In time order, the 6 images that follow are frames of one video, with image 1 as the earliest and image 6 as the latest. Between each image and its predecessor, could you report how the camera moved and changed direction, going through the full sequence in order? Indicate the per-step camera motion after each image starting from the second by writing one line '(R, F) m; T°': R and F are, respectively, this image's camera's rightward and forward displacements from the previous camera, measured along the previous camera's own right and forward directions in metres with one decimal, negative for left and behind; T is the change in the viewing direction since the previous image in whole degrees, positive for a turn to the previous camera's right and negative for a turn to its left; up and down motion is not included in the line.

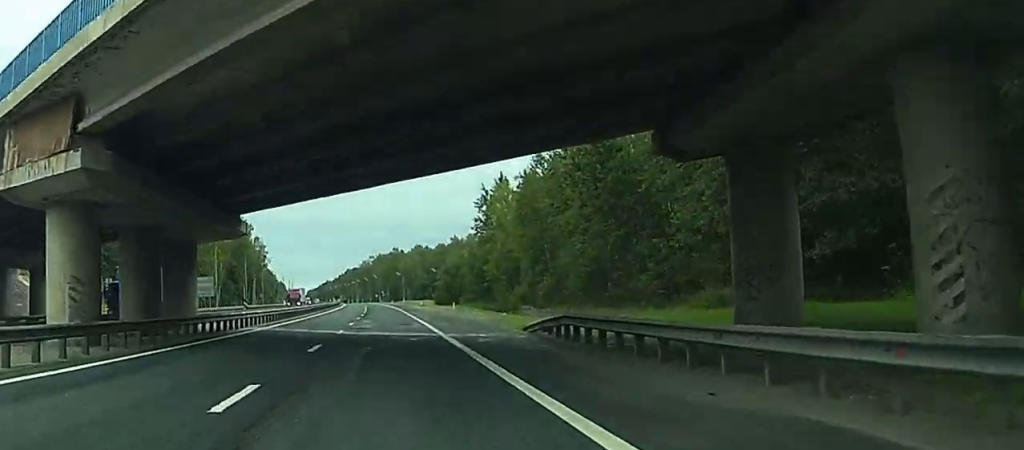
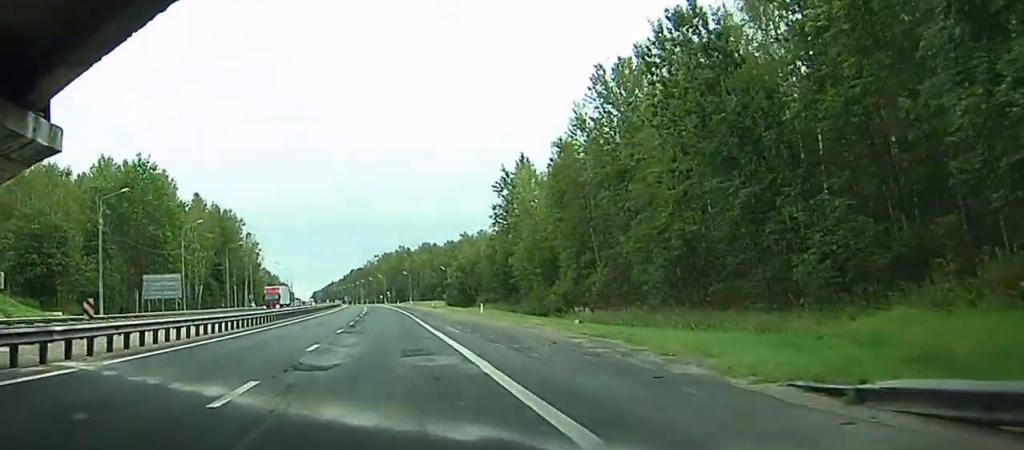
(0.0, +23.2) m; -1°
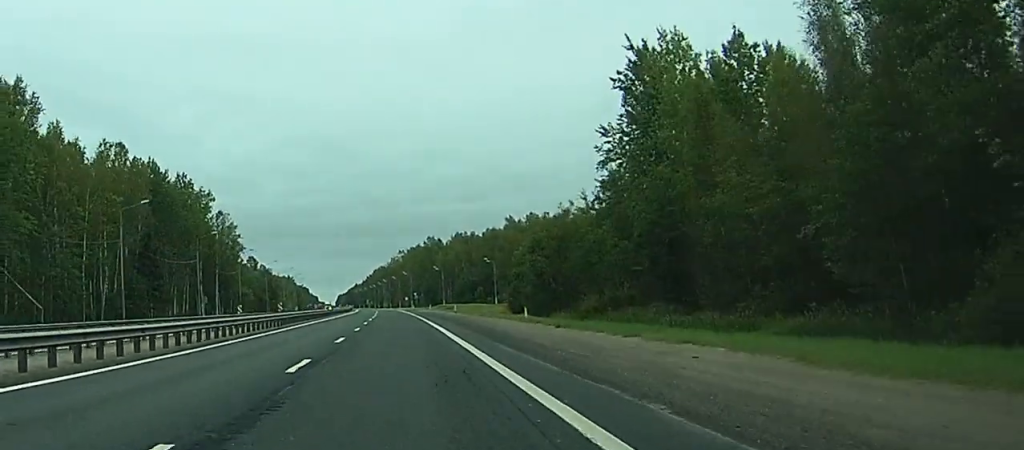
(-1.5, +65.9) m; -2°
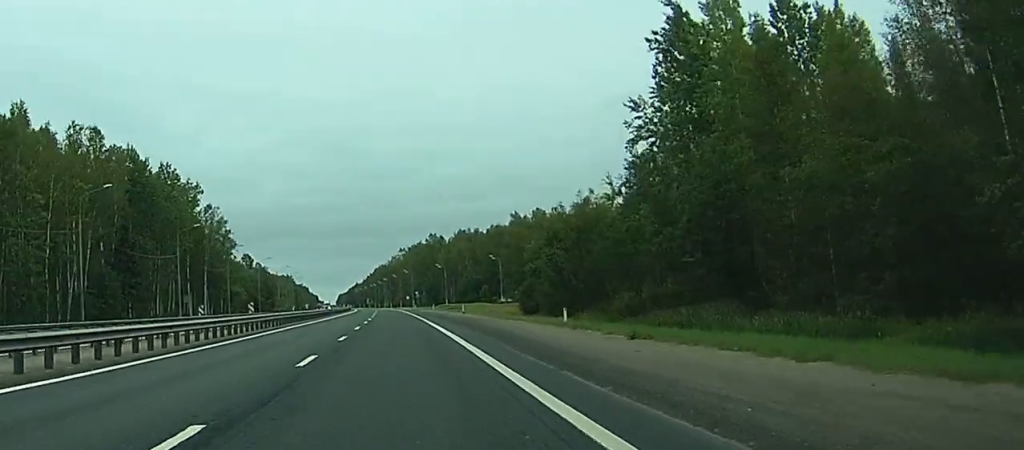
(0.0, +10.7) m; 0°
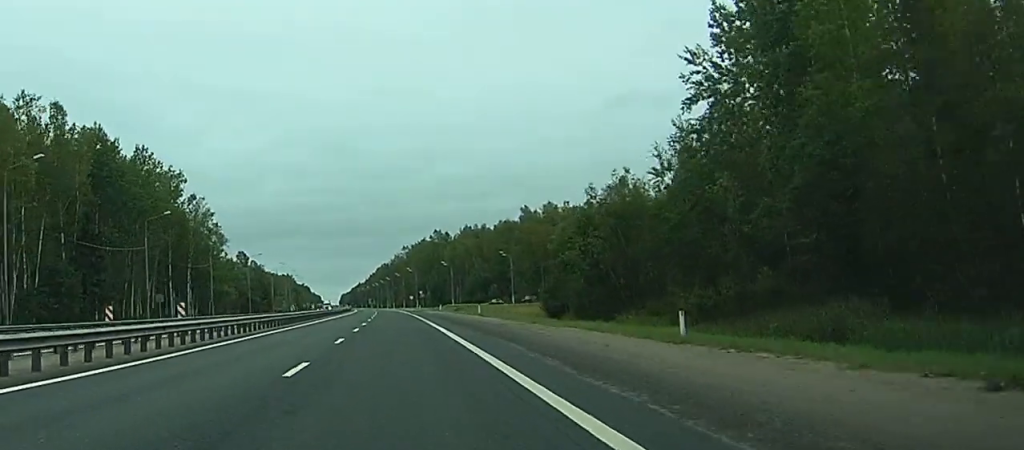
(-0.1, +14.3) m; 0°
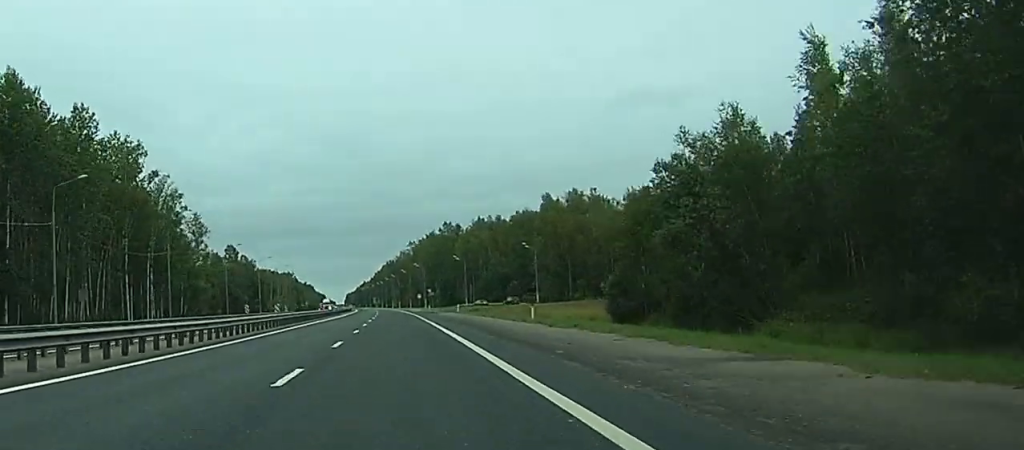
(-0.1, +25.8) m; -1°
